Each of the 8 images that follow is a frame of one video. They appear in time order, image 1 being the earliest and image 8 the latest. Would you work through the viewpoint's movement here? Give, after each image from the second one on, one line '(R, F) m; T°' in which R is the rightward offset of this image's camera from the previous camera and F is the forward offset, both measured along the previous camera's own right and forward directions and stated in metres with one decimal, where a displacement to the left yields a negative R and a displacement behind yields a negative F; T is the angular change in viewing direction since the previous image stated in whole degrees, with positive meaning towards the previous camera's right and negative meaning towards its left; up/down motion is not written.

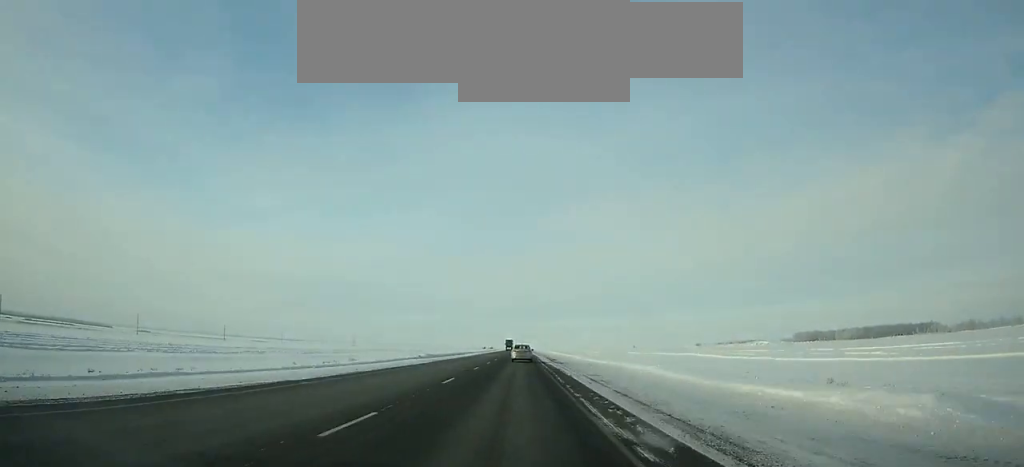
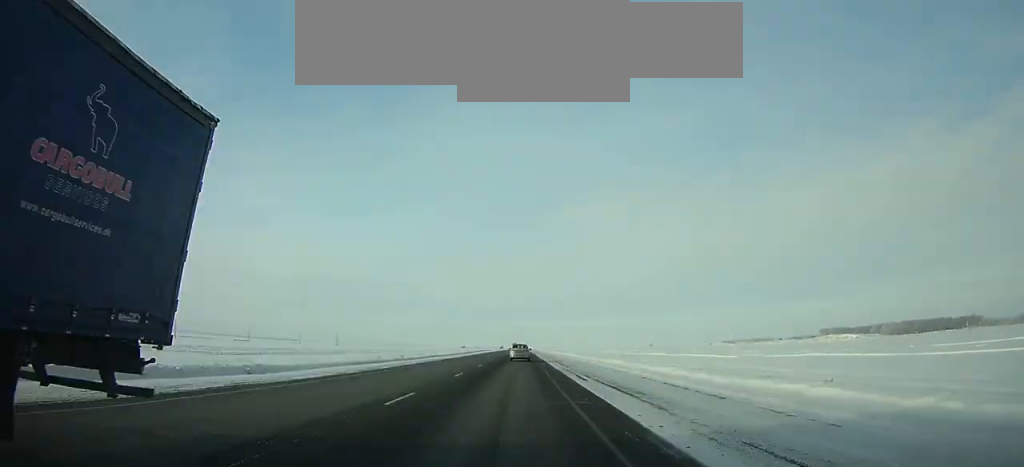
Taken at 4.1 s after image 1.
(-0.1, +111.1) m; 0°
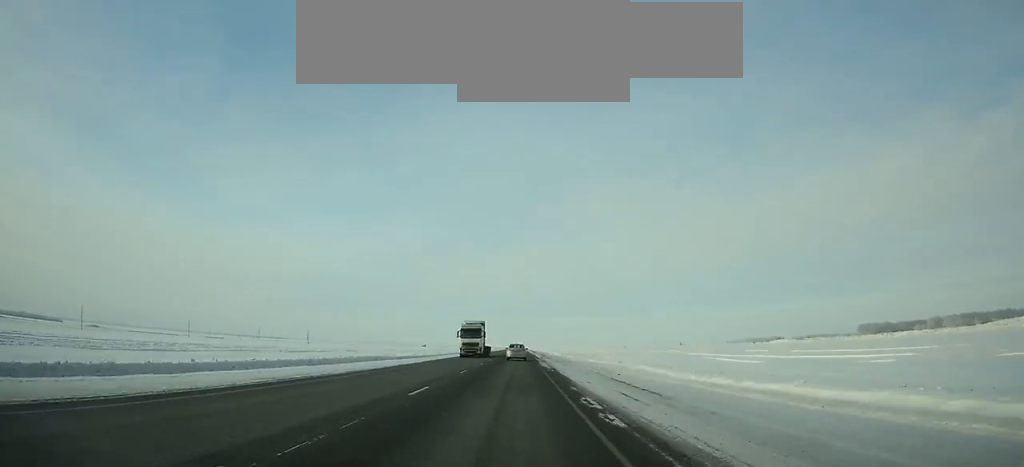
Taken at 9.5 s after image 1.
(+0.1, +148.3) m; 0°
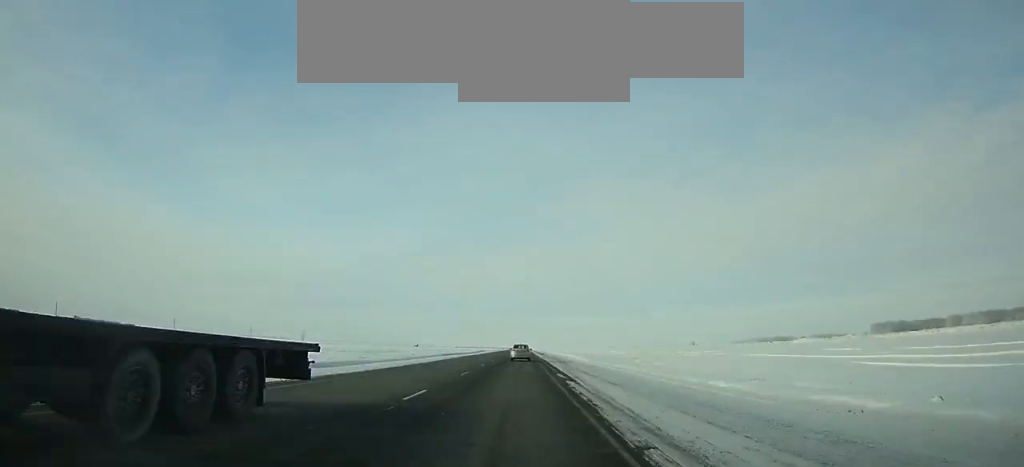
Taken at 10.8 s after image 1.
(0.0, +36.0) m; 0°
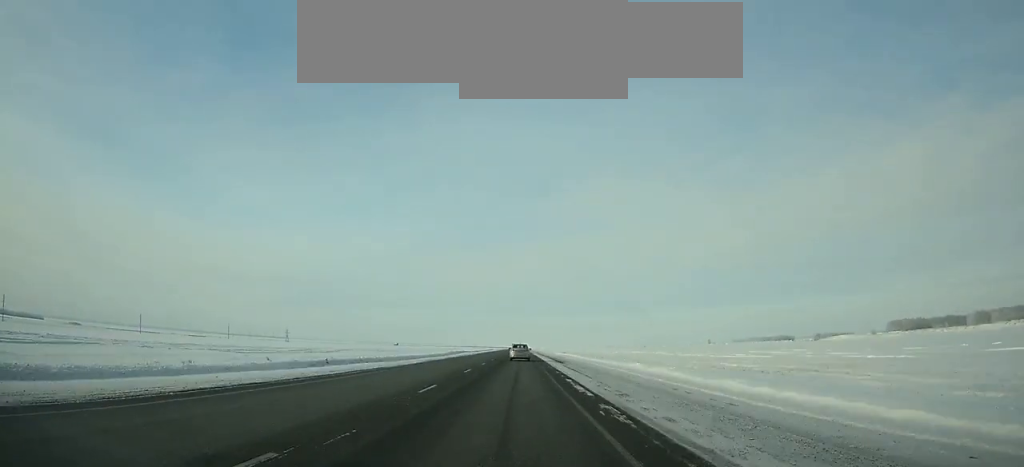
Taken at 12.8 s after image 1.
(0.0, +55.5) m; 0°
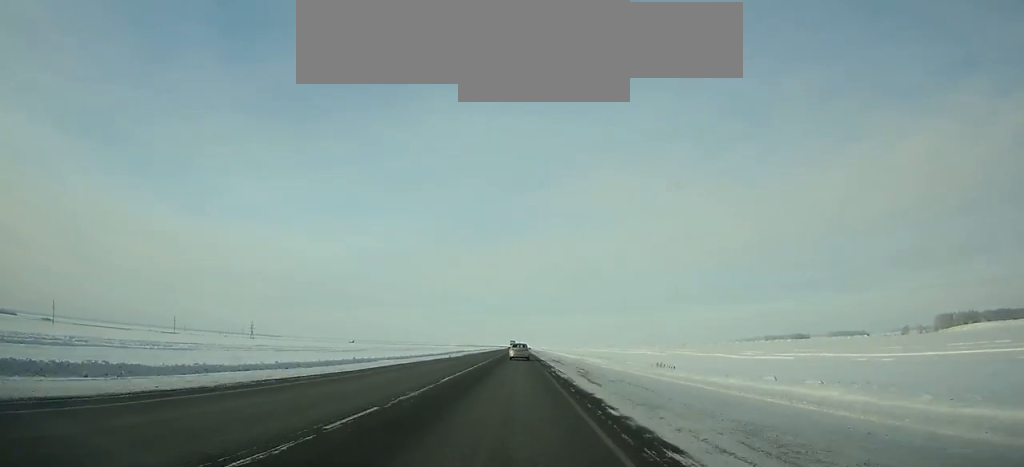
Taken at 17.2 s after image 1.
(-0.2, +122.9) m; 0°
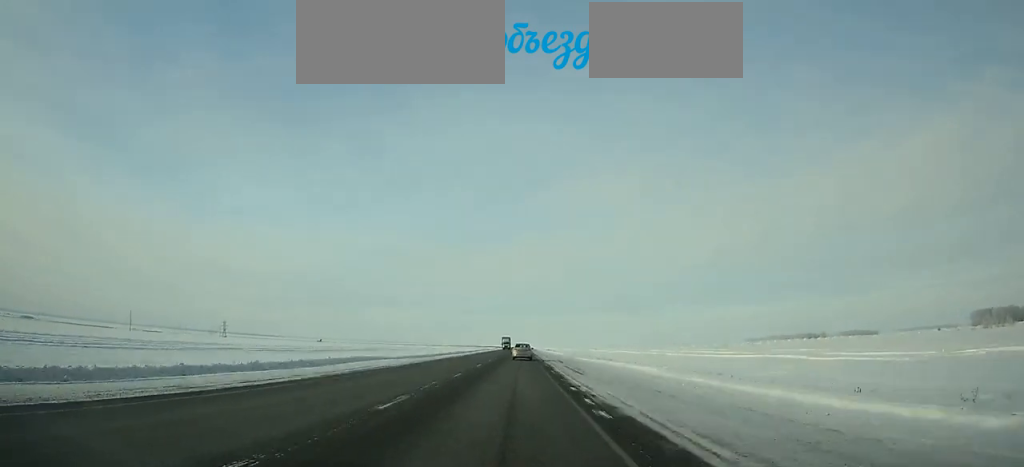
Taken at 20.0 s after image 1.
(+0.1, +78.6) m; 0°
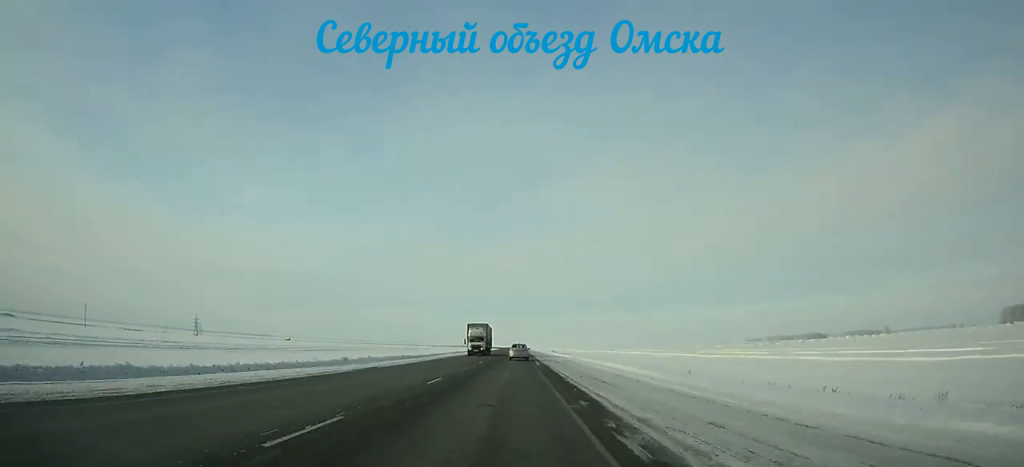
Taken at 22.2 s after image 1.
(+0.1, +61.9) m; 0°
